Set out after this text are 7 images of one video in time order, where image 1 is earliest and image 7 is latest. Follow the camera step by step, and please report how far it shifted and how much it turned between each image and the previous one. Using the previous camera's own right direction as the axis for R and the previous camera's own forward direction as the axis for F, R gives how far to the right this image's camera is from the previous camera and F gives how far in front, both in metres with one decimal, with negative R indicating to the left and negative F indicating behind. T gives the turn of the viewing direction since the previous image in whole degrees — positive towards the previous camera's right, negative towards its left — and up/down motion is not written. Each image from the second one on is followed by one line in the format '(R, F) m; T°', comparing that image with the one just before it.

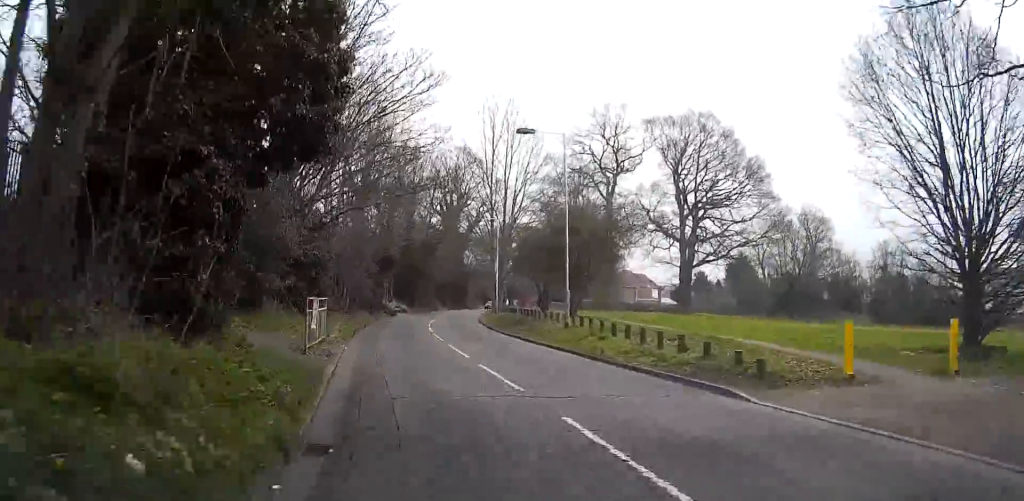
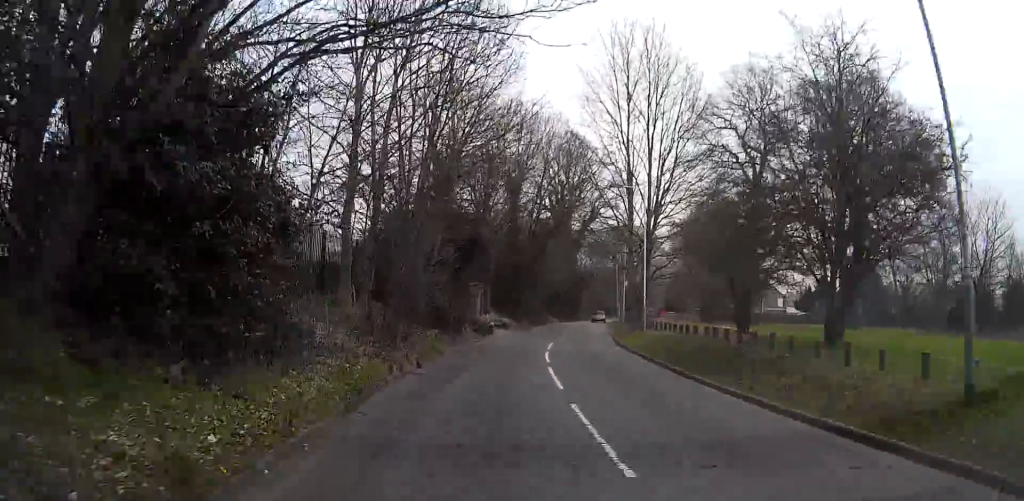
(-0.4, +15.9) m; -3°
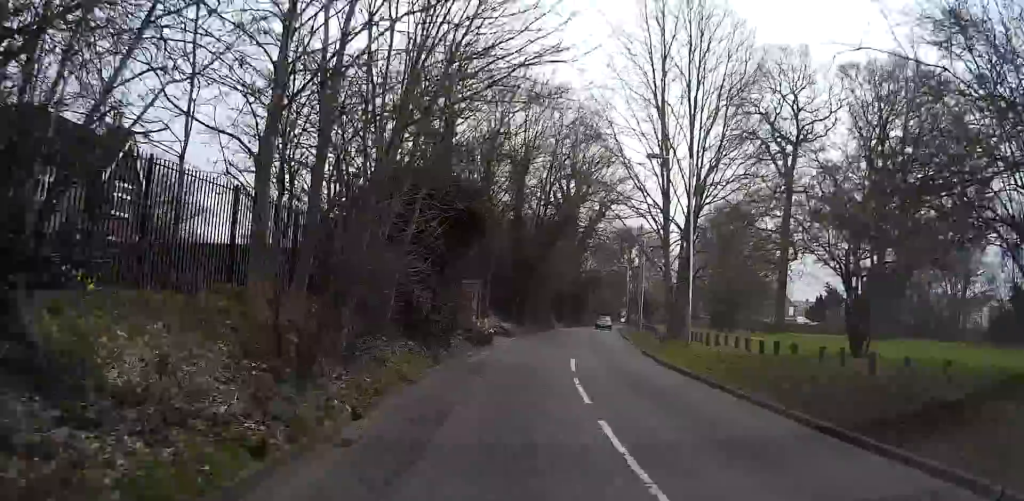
(-0.3, +7.1) m; -1°
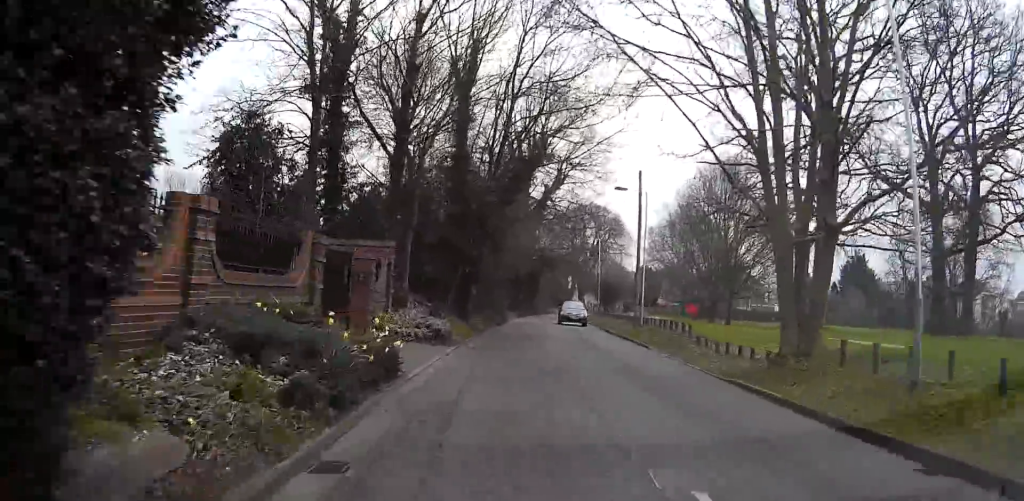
(+0.2, +15.4) m; +1°
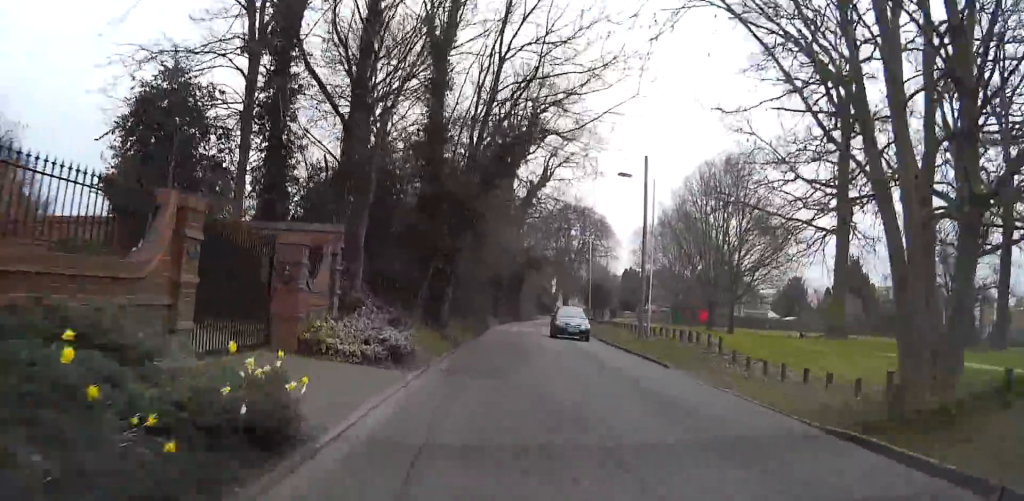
(-0.1, +4.9) m; +1°
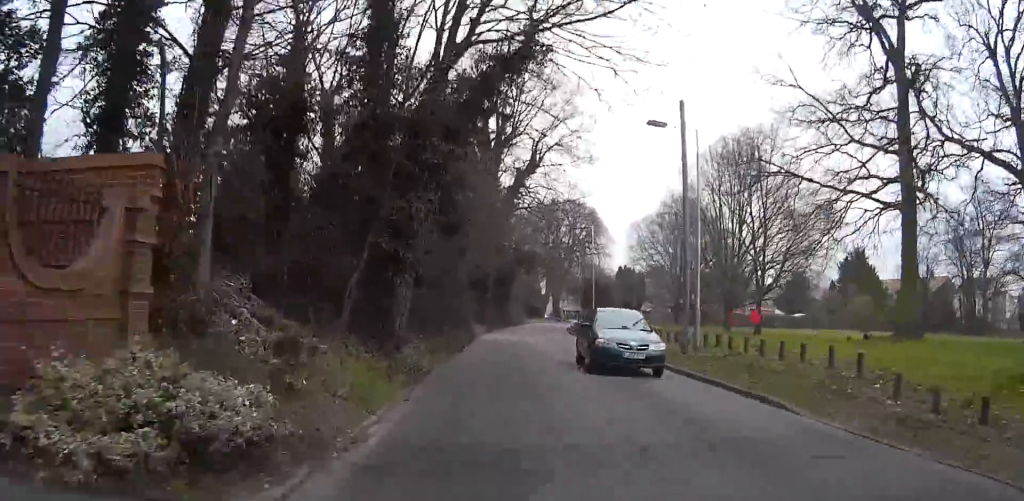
(-0.1, +8.3) m; +1°
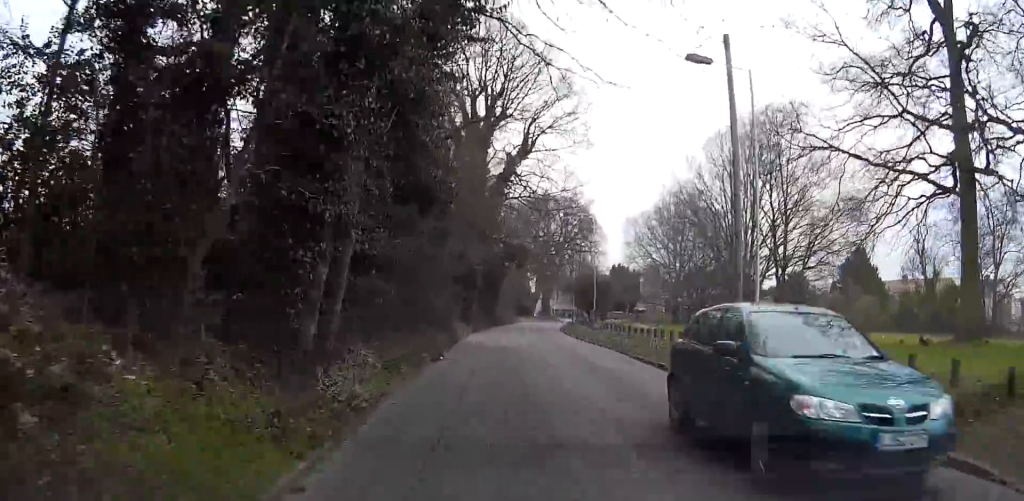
(+0.2, +5.5) m; +1°
